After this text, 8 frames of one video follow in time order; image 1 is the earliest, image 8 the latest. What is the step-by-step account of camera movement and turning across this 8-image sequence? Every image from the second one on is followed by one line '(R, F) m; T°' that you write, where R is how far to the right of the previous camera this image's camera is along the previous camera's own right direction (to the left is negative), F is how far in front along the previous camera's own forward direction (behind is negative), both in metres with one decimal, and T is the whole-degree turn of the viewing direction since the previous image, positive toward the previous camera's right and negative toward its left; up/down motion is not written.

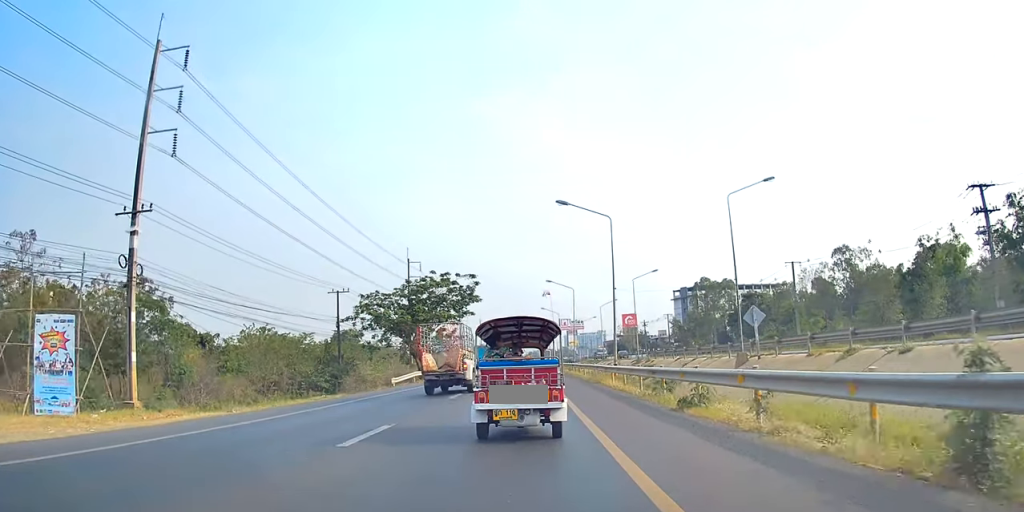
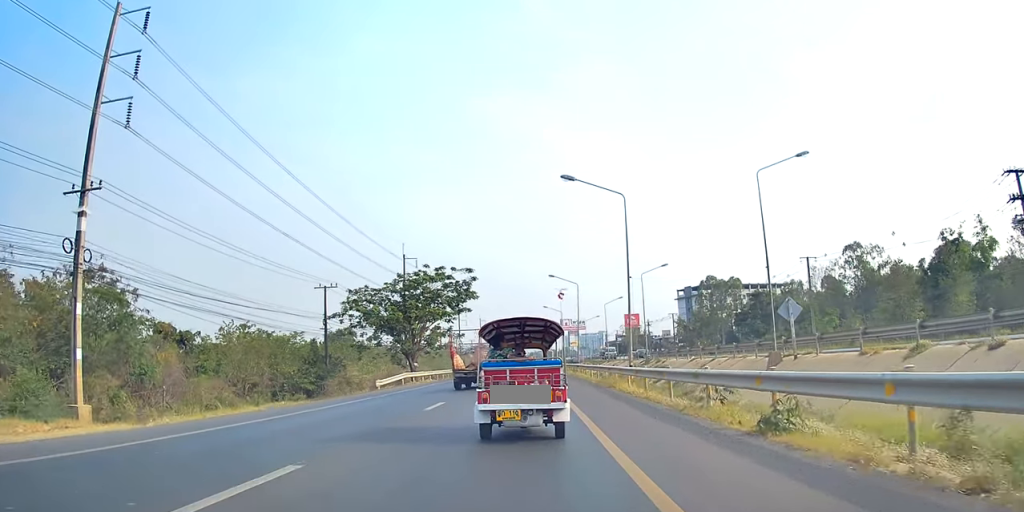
(-0.4, +4.9) m; 0°
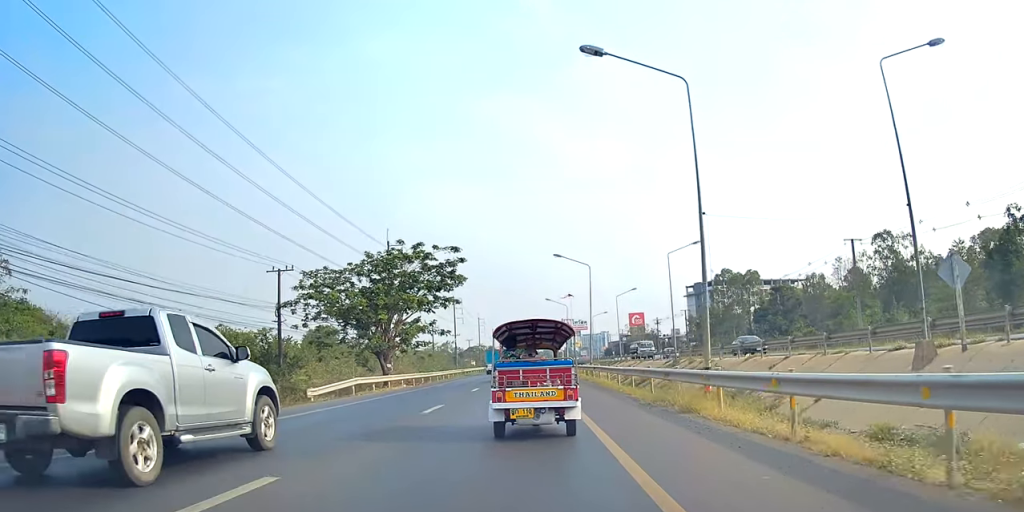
(+0.9, +13.2) m; +2°
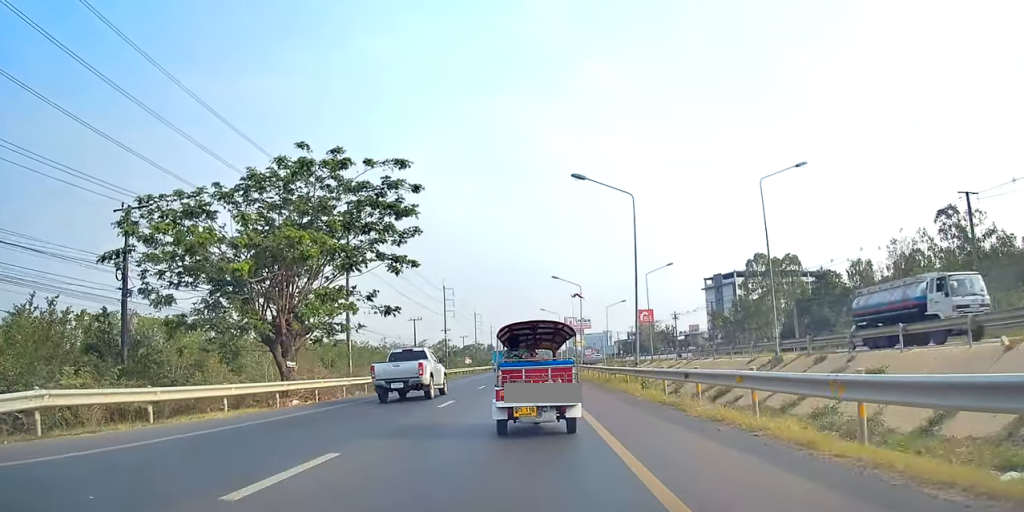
(-0.5, +22.1) m; -3°
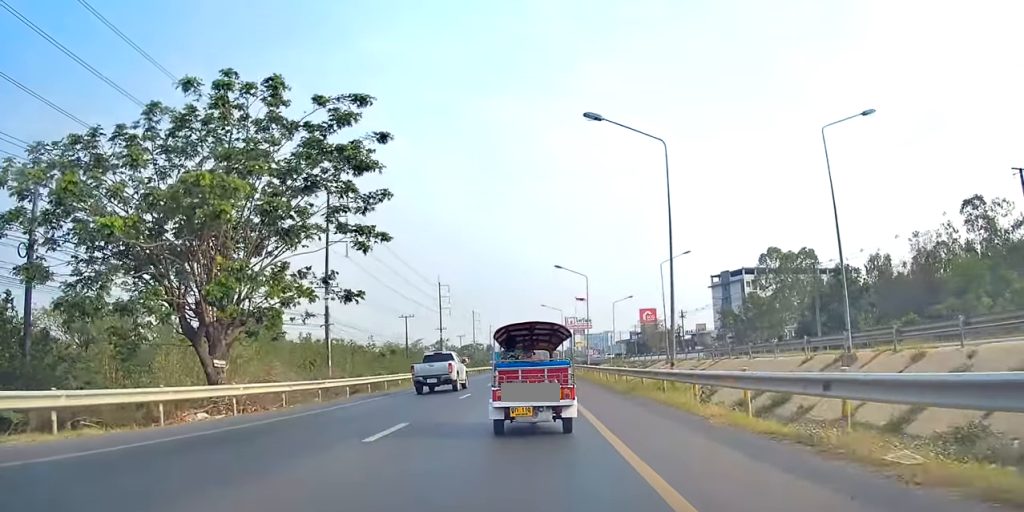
(-0.1, +7.6) m; -1°
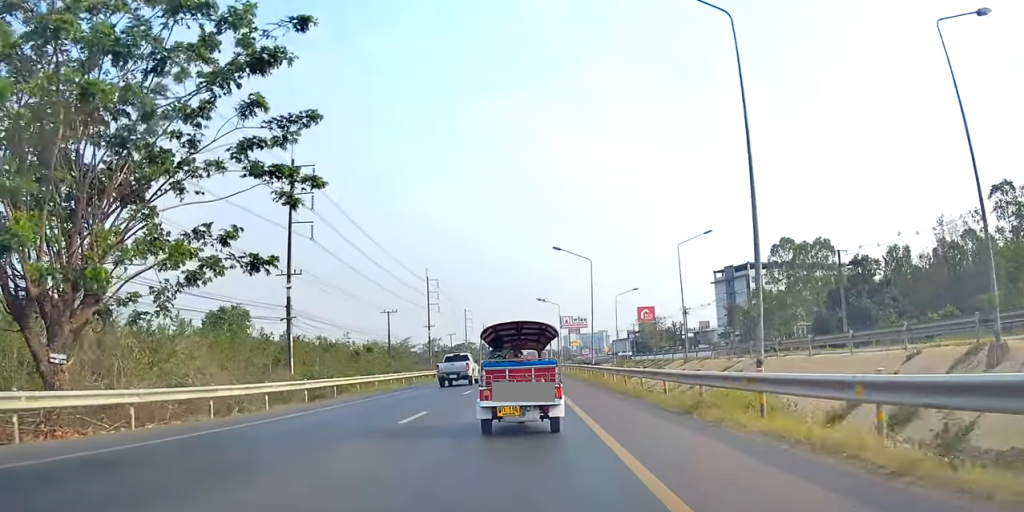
(-0.2, +9.0) m; 0°
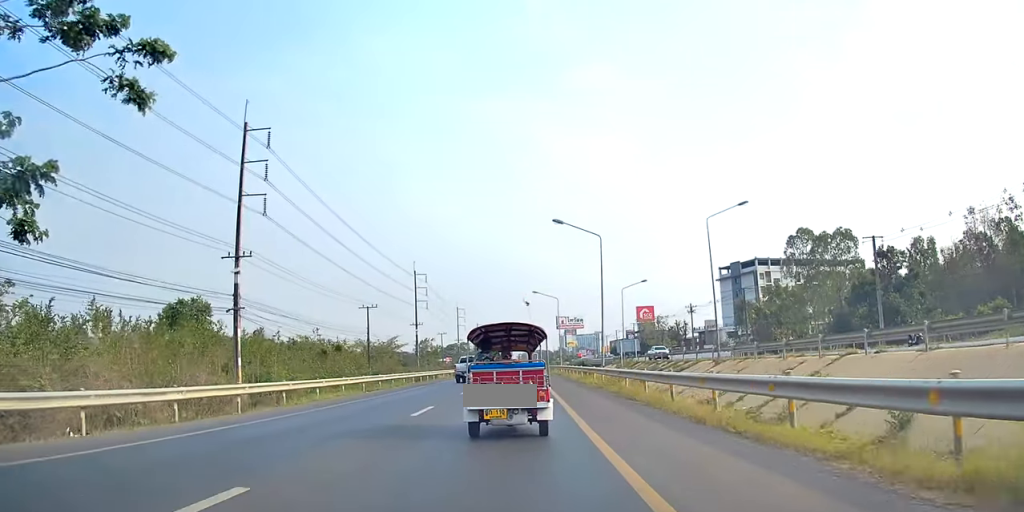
(+0.4, +9.5) m; 0°
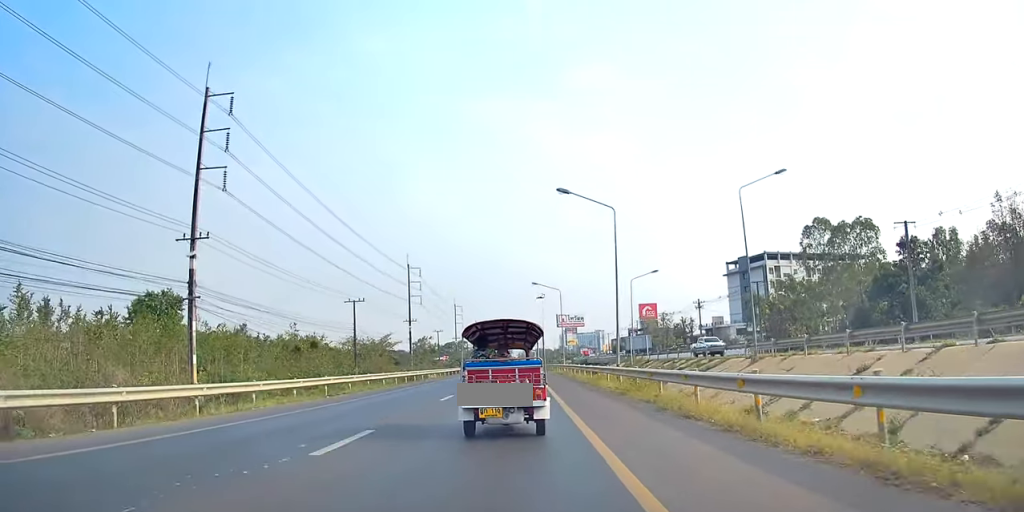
(-0.5, +6.7) m; 0°
